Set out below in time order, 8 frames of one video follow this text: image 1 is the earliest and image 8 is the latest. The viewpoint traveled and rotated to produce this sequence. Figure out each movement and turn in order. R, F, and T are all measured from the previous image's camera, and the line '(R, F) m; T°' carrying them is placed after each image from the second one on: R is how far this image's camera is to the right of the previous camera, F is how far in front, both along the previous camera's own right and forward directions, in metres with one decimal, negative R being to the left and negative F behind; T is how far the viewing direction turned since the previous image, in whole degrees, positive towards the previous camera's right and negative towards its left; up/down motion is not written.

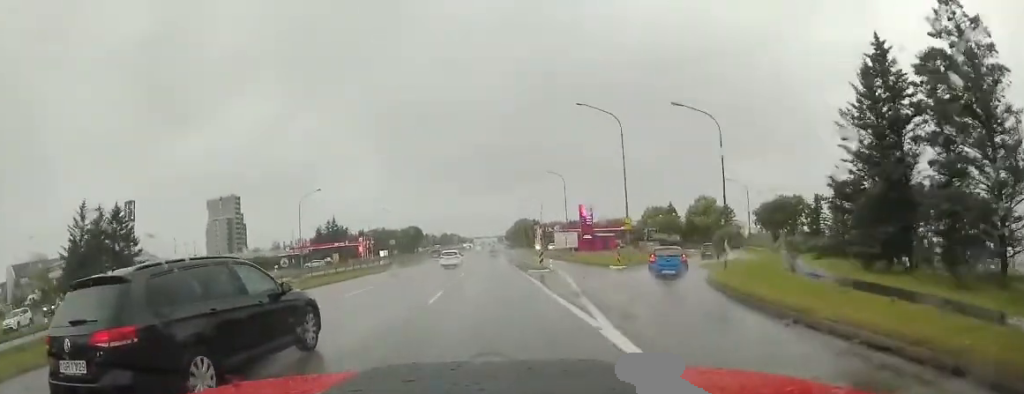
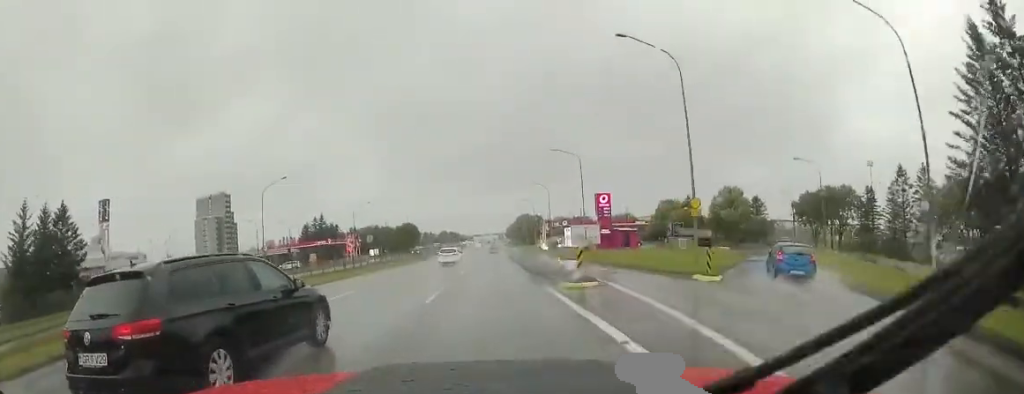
(-0.1, +12.3) m; -1°
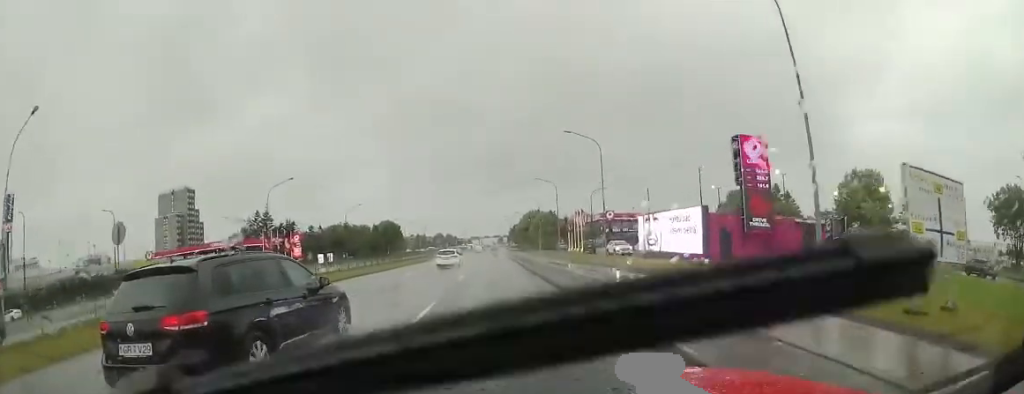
(+0.1, +39.3) m; -1°
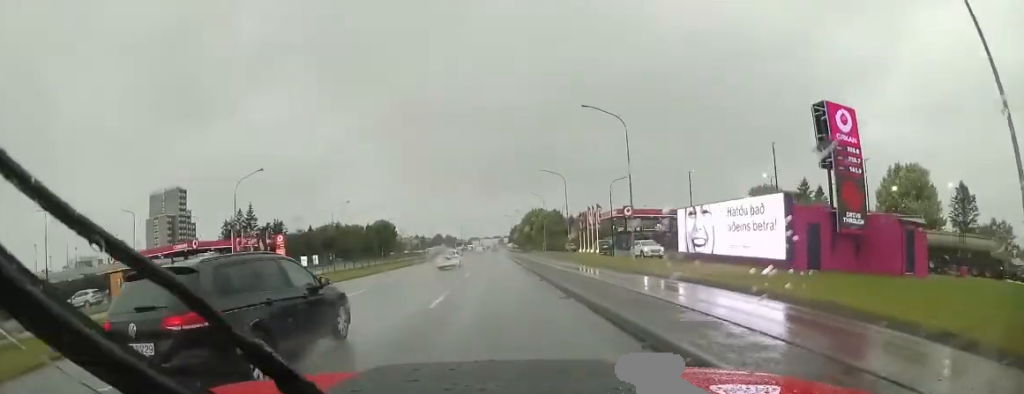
(0.0, +8.5) m; 0°
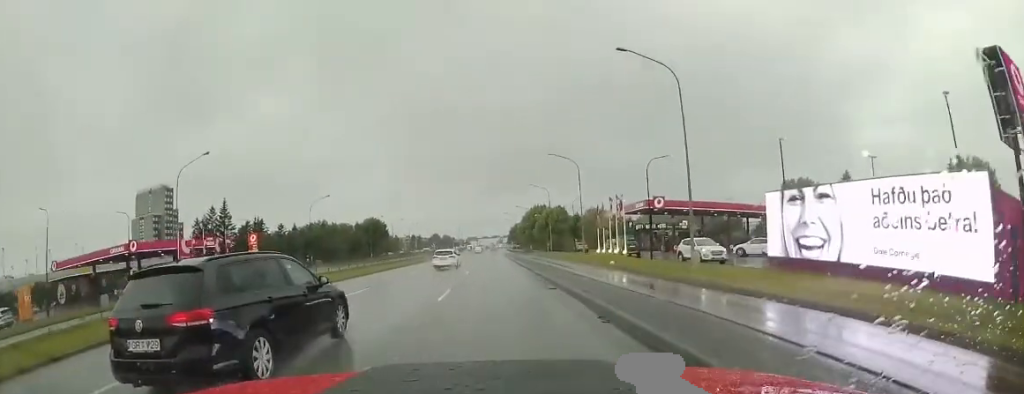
(0.0, +11.0) m; 0°
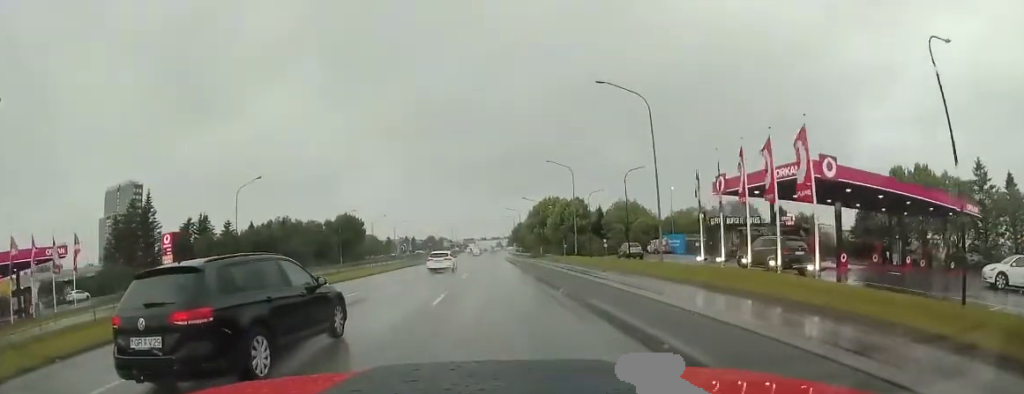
(0.0, +25.2) m; +2°
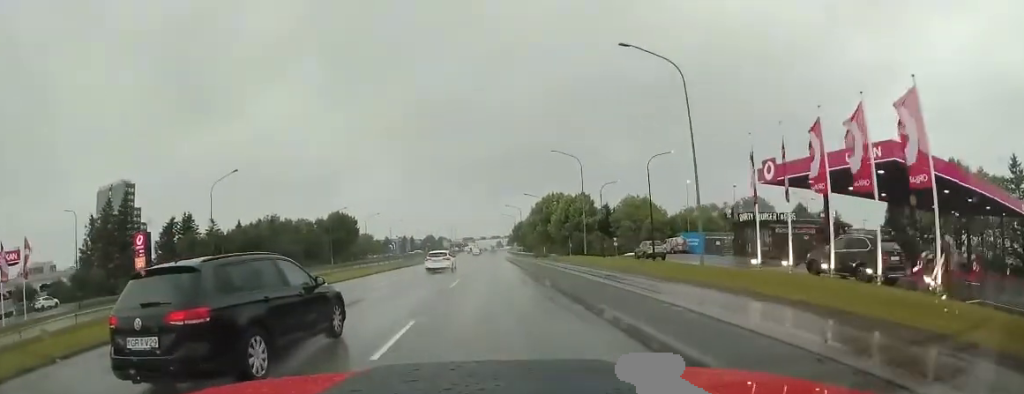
(+0.1, +5.9) m; 0°
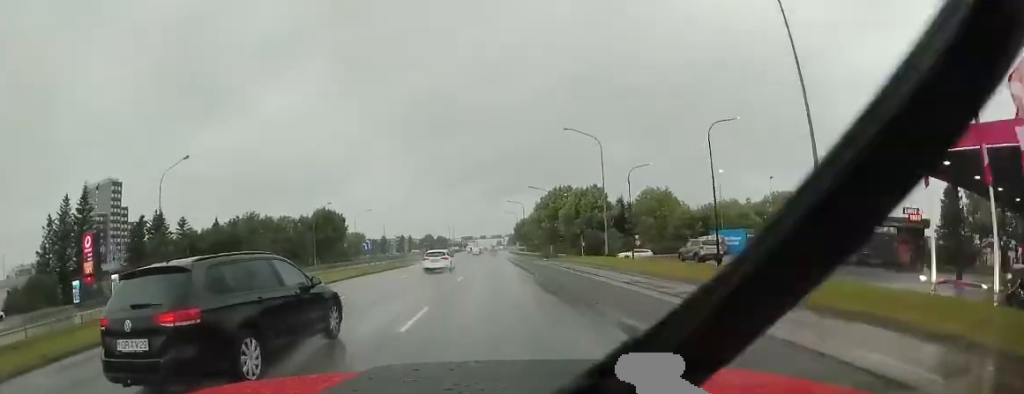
(+0.4, +9.9) m; 0°
